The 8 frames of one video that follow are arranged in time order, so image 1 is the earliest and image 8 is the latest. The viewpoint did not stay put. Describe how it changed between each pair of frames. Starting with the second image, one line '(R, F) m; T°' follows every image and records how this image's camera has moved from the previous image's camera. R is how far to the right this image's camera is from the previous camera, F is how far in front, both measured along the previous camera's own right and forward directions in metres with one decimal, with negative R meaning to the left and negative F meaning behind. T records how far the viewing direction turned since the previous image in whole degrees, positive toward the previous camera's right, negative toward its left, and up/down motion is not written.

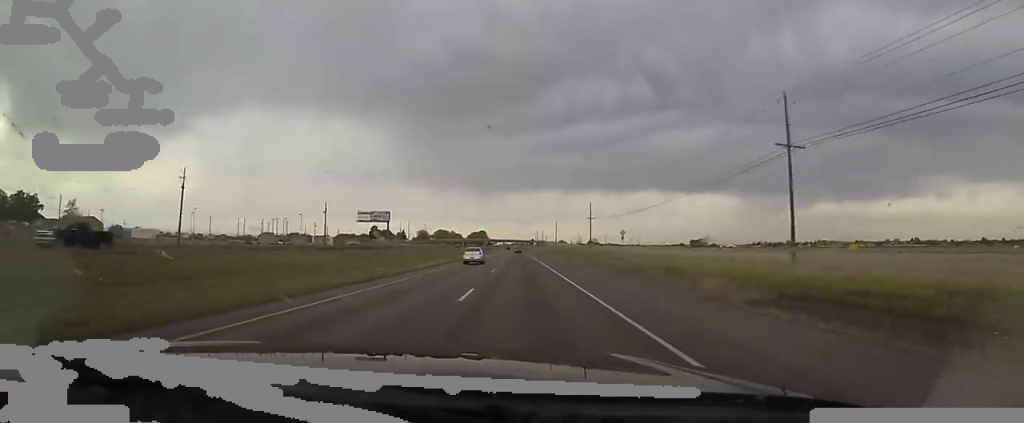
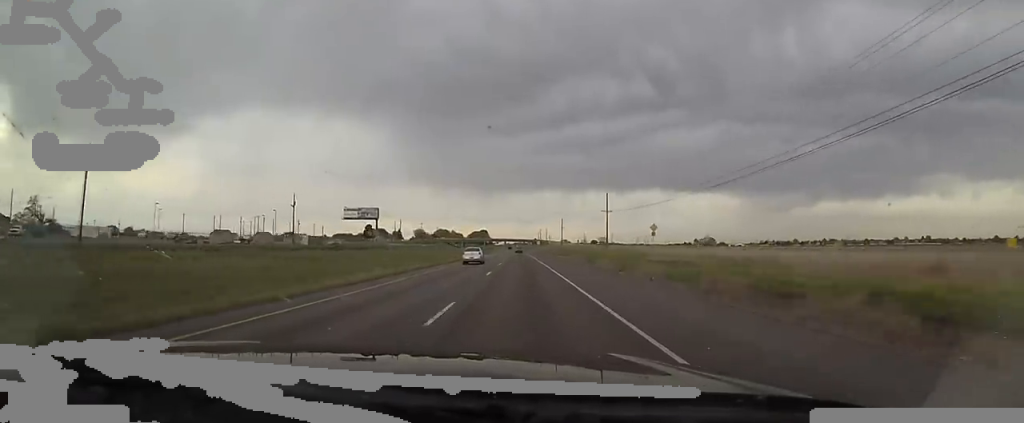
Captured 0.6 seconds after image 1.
(-0.7, +19.2) m; -1°
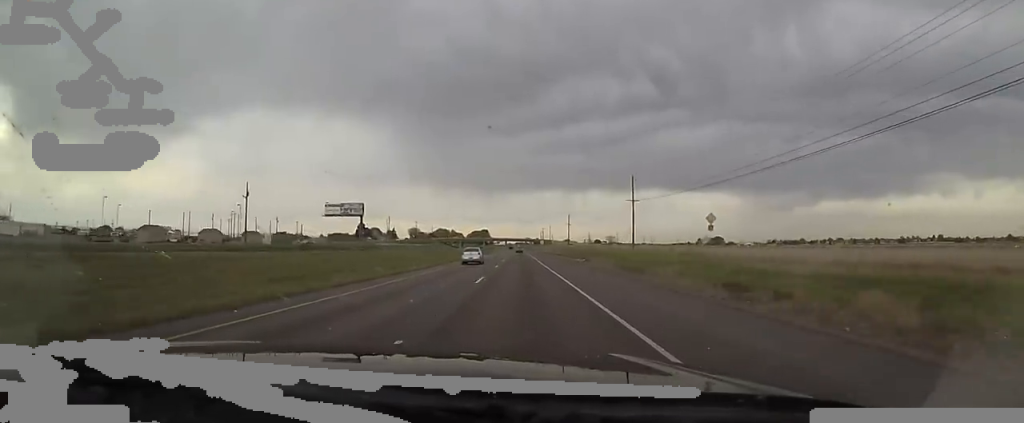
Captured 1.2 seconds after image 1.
(+0.2, +20.3) m; 0°
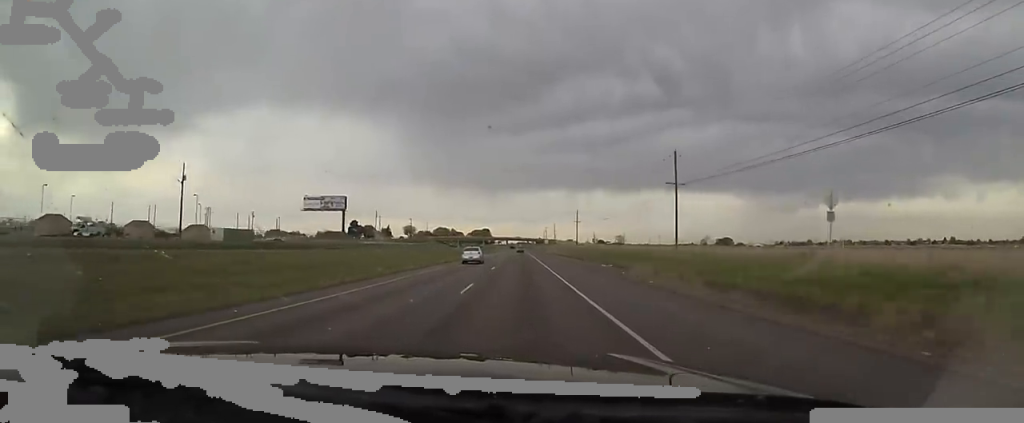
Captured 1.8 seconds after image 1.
(+0.3, +19.2) m; 0°
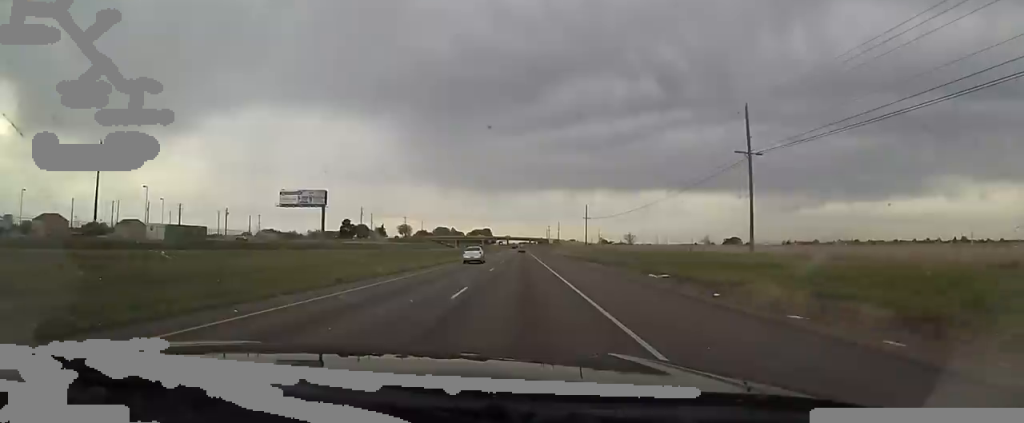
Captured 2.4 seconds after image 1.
(-0.4, +17.2) m; 0°
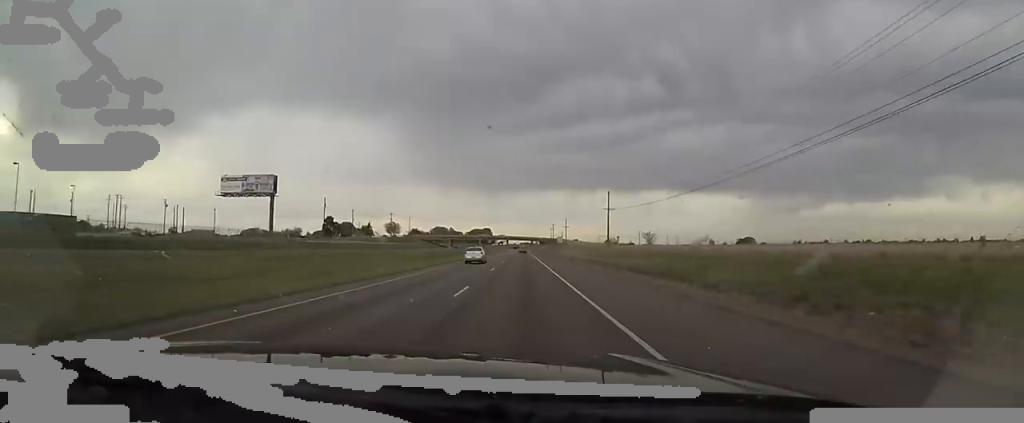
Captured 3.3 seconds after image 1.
(+0.1, +30.2) m; 0°
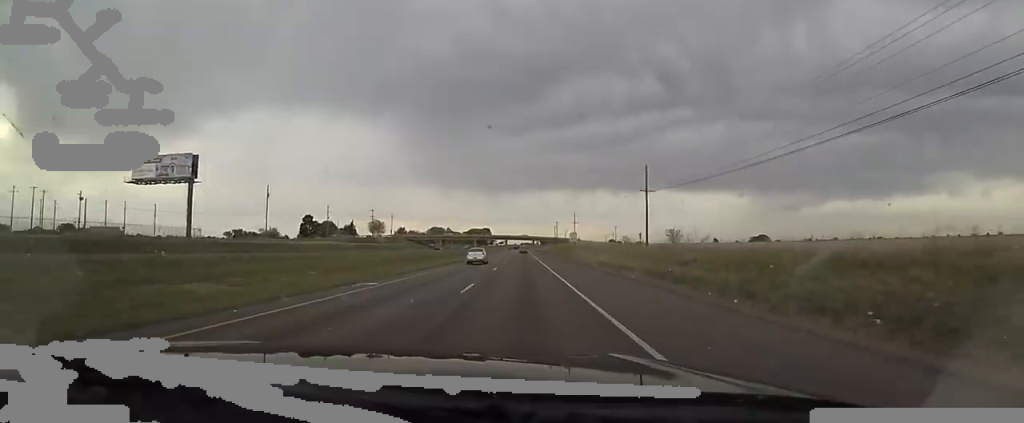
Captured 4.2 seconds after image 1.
(0.0, +29.5) m; +1°
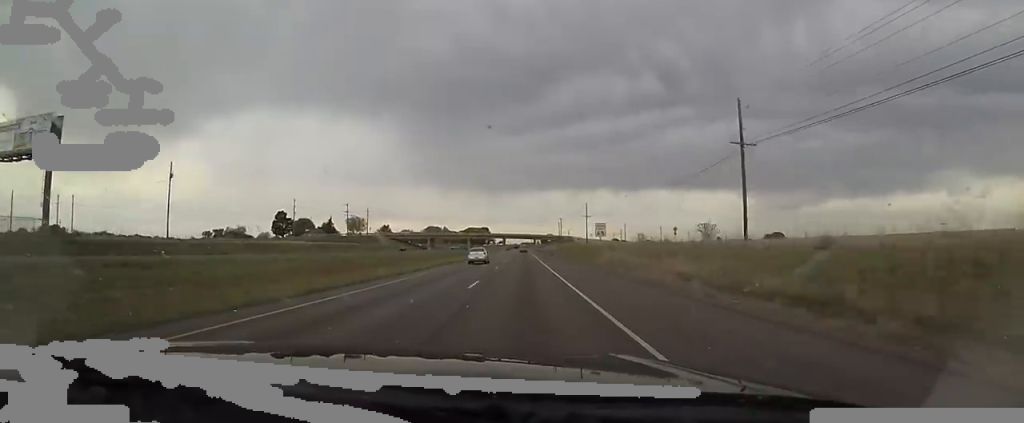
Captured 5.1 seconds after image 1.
(0.0, +29.8) m; +1°
